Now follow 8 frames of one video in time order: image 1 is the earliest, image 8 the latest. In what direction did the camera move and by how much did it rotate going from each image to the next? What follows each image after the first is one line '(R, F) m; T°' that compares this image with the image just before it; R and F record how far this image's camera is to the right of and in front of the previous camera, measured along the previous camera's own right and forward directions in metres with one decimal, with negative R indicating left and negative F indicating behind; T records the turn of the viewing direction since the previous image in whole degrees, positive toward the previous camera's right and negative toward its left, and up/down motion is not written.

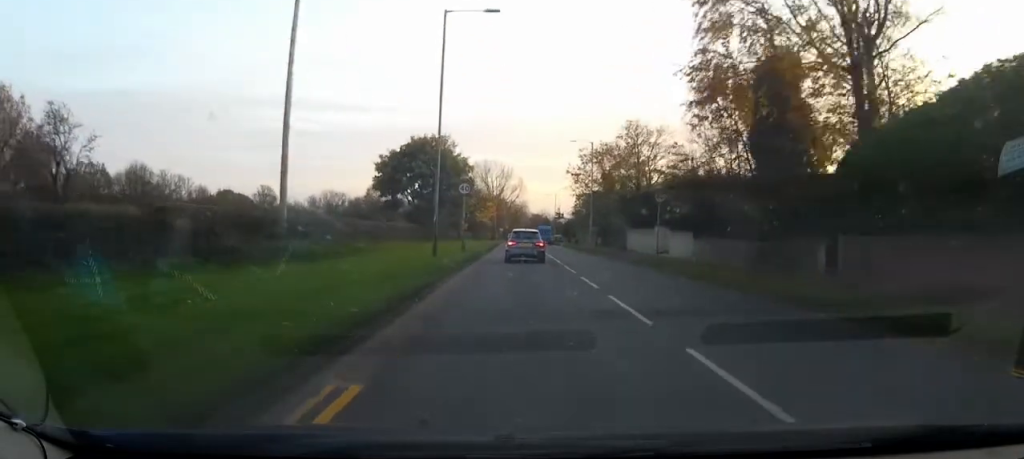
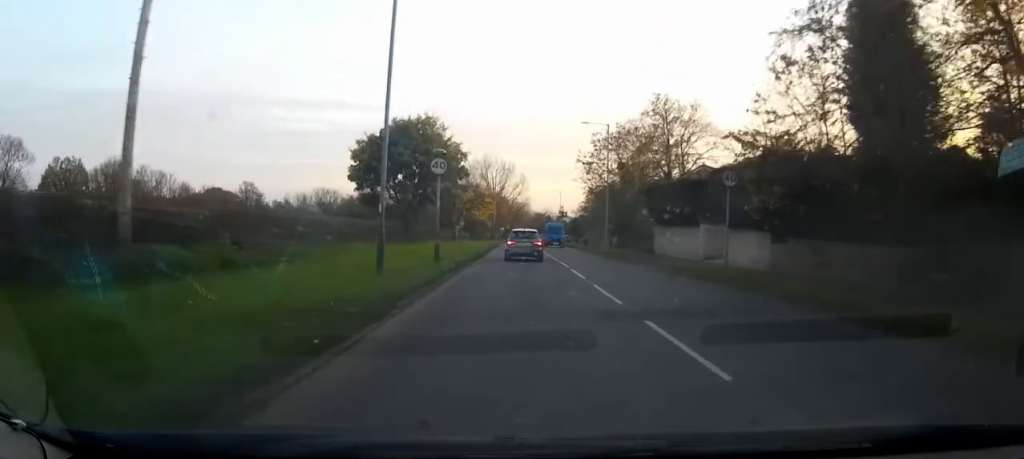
(-0.1, +9.4) m; 0°
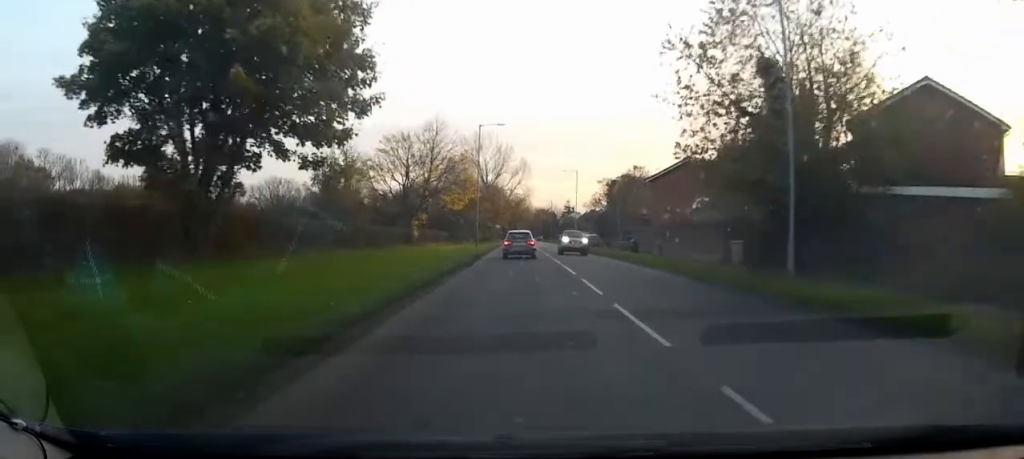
(-0.3, +34.1) m; -1°
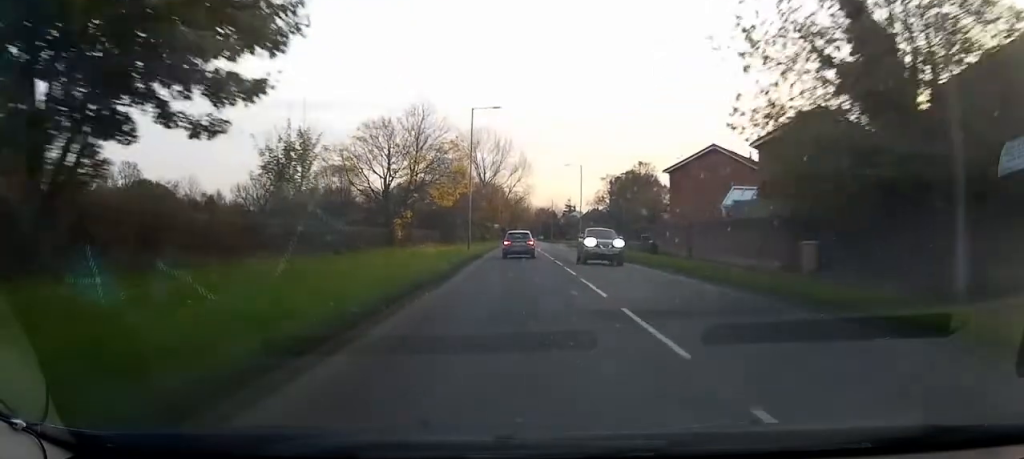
(0.0, +6.8) m; 0°
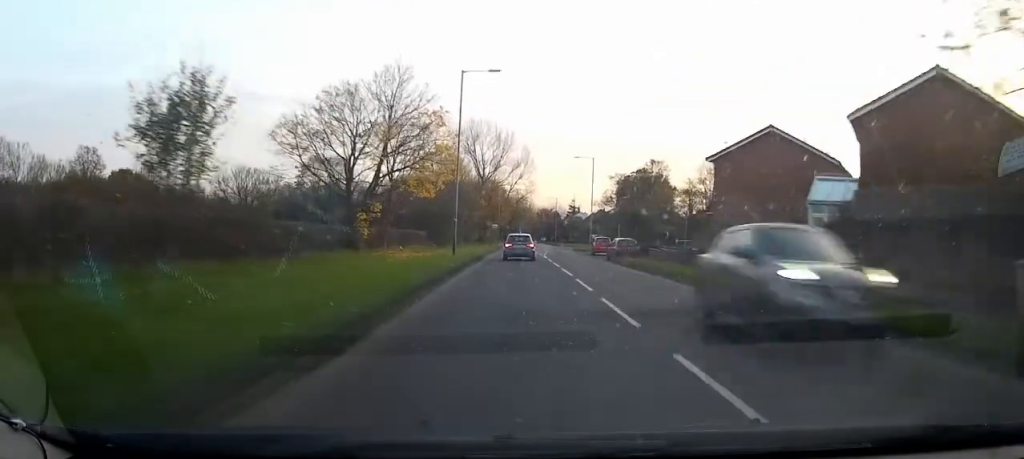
(-0.1, +9.8) m; 0°
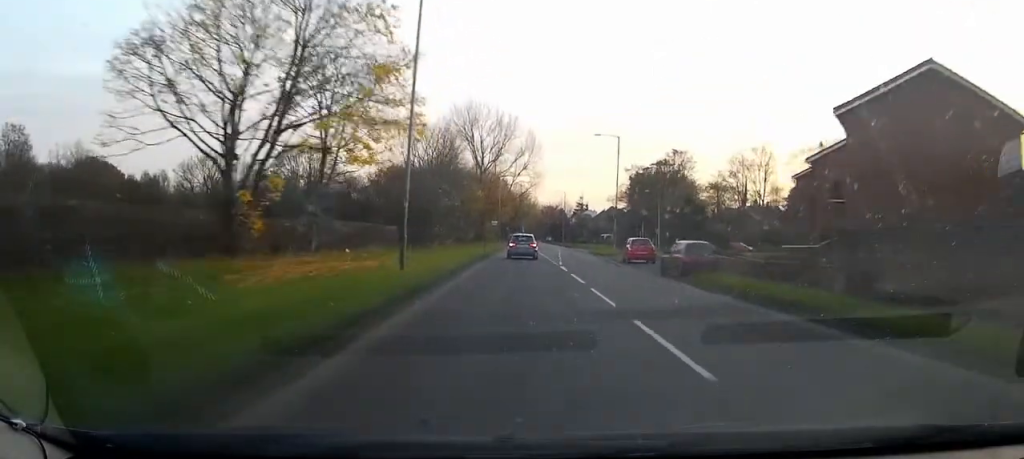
(+0.1, +15.1) m; 0°
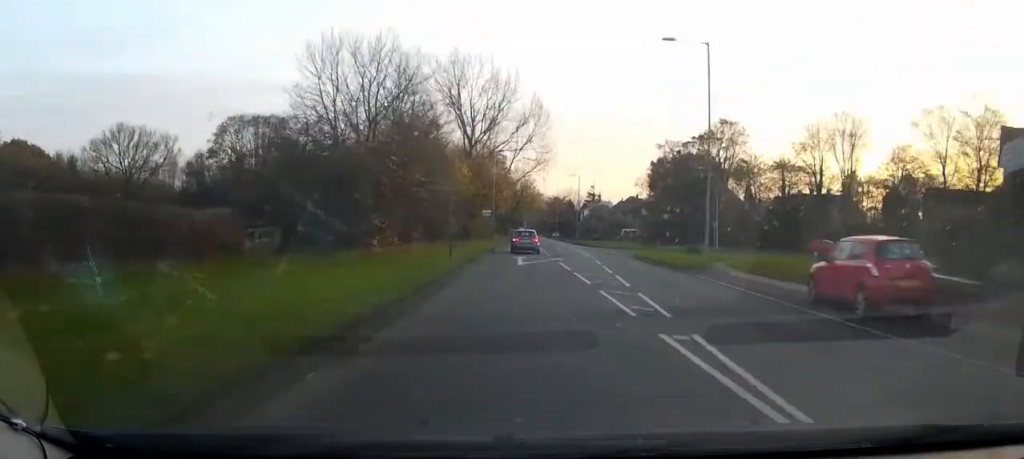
(-0.1, +26.0) m; 0°
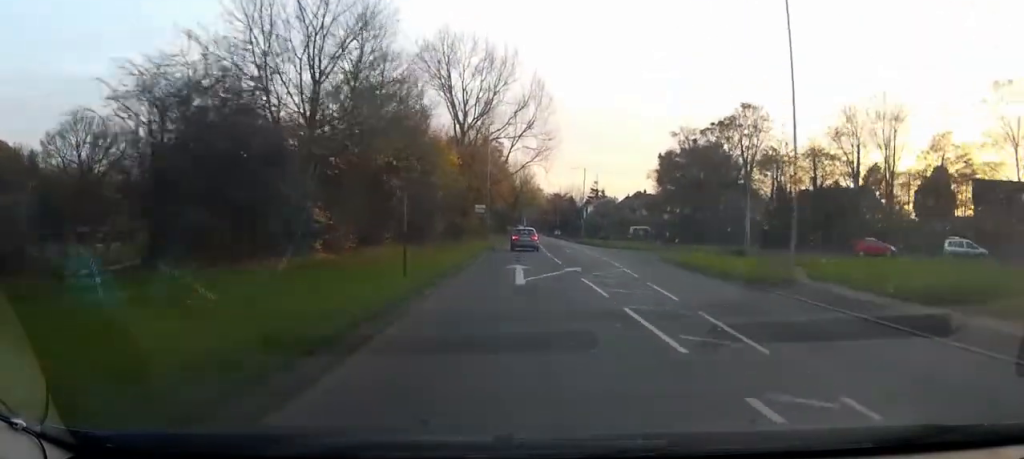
(0.0, +9.4) m; 0°
